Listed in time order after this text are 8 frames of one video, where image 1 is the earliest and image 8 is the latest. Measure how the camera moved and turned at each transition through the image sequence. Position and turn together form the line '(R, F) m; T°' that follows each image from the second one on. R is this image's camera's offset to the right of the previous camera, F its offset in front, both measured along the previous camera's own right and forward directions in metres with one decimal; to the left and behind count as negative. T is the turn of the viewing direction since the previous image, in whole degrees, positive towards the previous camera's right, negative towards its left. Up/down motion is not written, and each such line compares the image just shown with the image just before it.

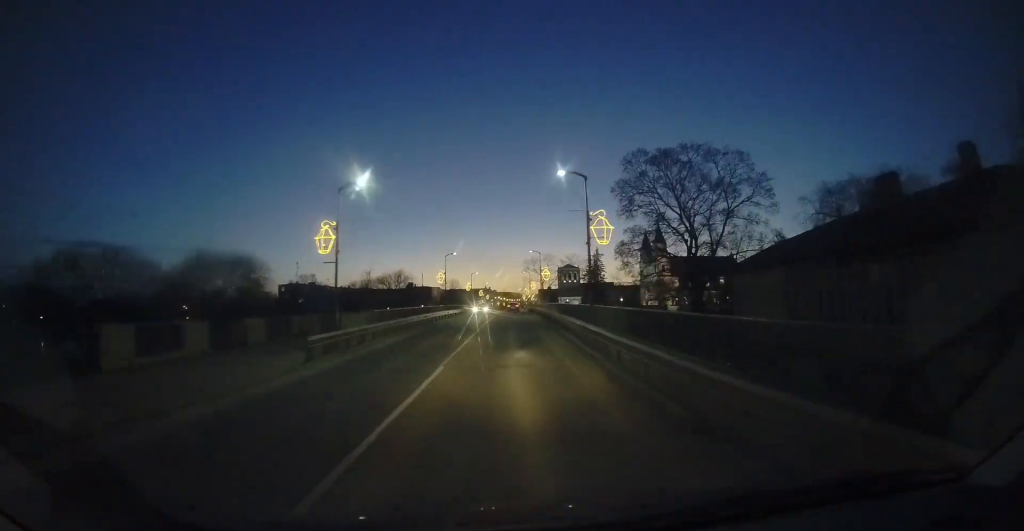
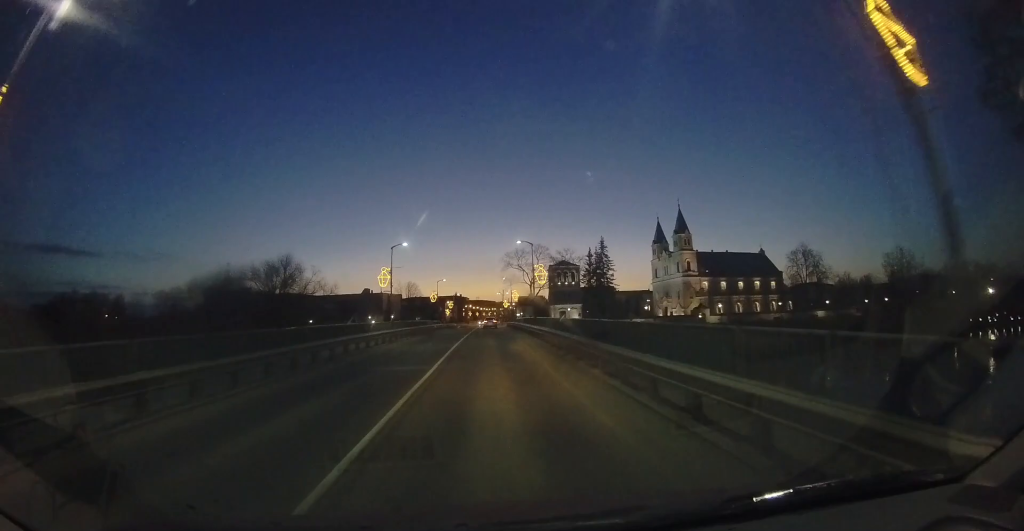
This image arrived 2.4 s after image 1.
(+0.1, +29.9) m; -2°
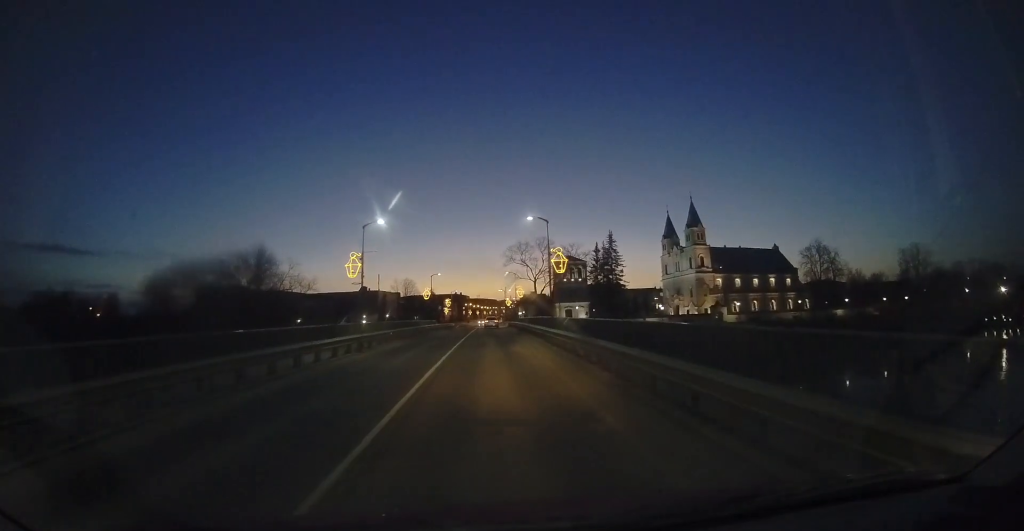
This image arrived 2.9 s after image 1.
(-0.3, +5.1) m; -2°
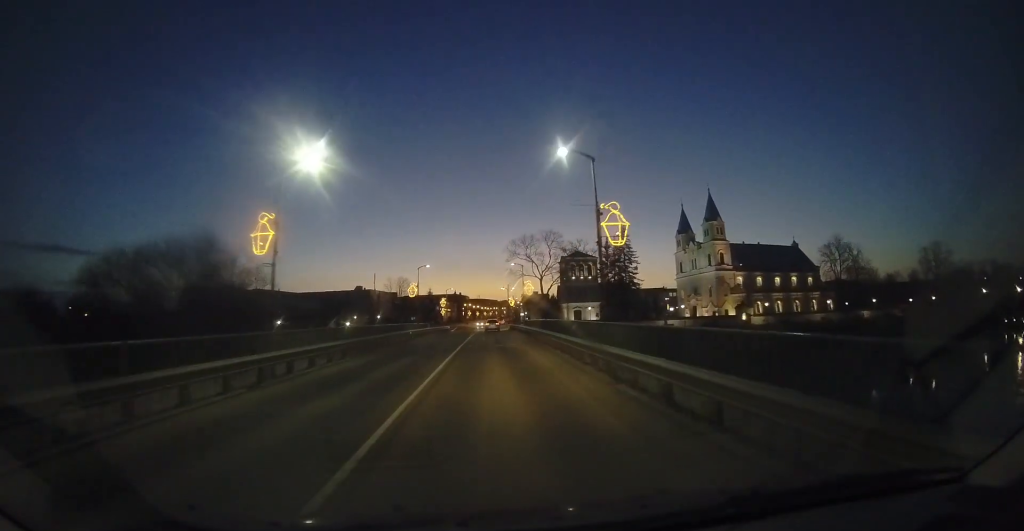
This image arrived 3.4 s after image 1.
(-0.4, +6.8) m; -3°
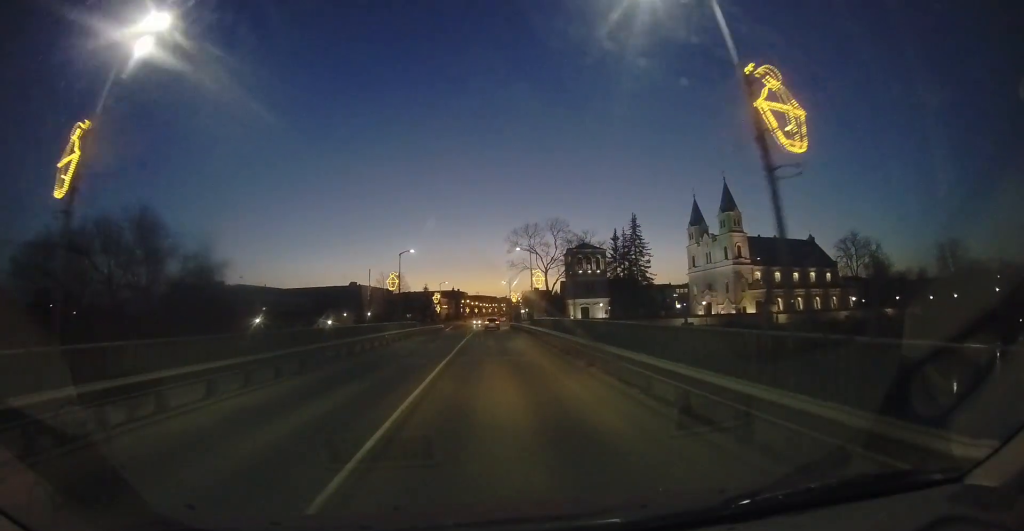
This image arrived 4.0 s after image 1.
(0.0, +5.9) m; +2°
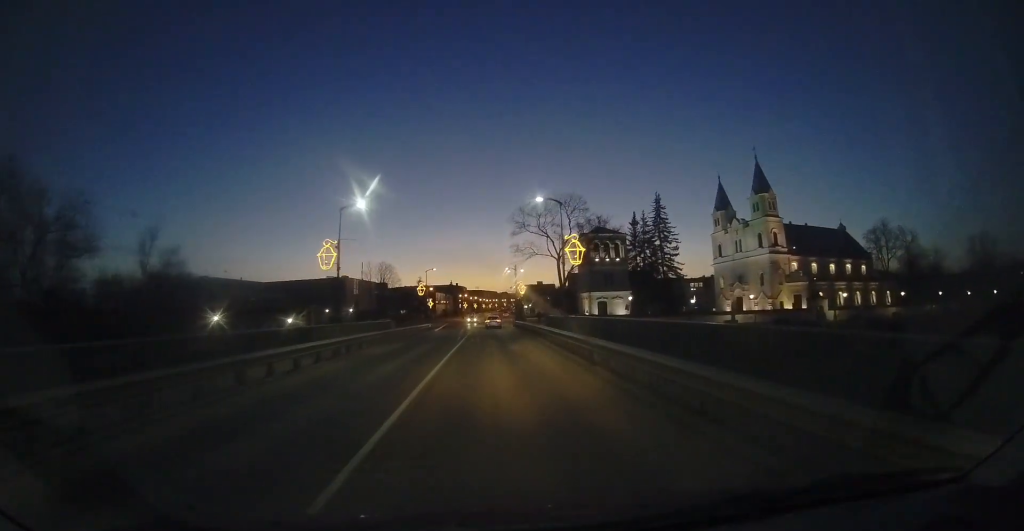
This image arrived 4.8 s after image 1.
(+0.2, +9.3) m; +4°
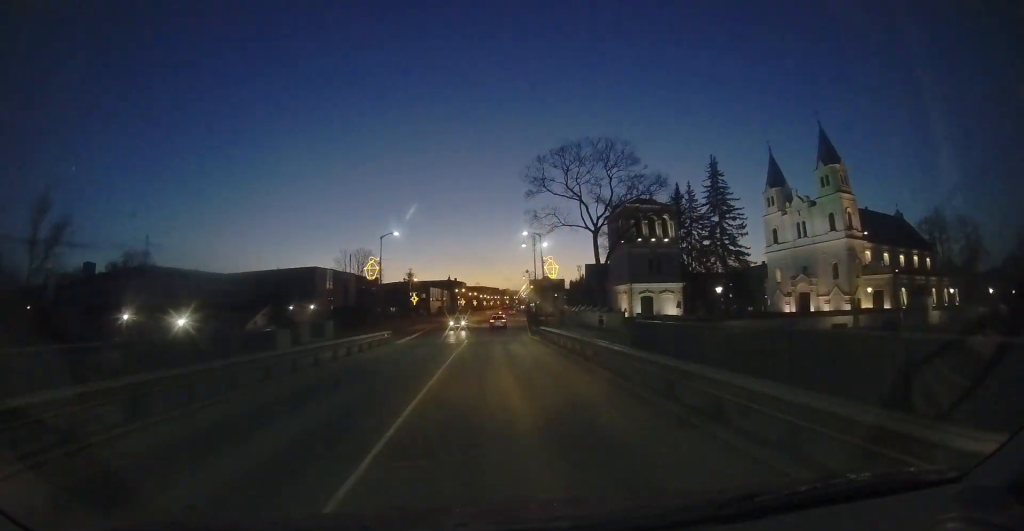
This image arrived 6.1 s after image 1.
(+0.8, +14.7) m; +2°
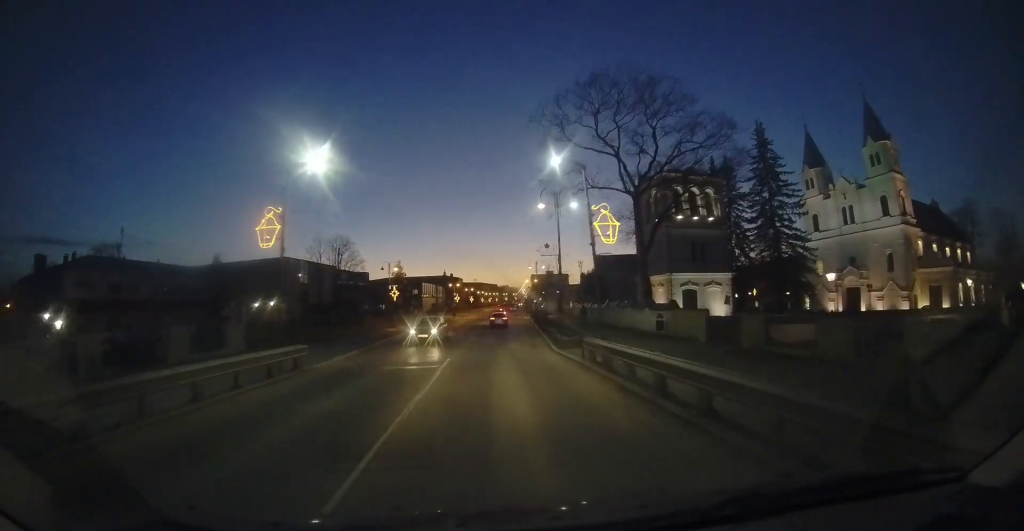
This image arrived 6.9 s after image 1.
(-0.1, +9.1) m; -1°
